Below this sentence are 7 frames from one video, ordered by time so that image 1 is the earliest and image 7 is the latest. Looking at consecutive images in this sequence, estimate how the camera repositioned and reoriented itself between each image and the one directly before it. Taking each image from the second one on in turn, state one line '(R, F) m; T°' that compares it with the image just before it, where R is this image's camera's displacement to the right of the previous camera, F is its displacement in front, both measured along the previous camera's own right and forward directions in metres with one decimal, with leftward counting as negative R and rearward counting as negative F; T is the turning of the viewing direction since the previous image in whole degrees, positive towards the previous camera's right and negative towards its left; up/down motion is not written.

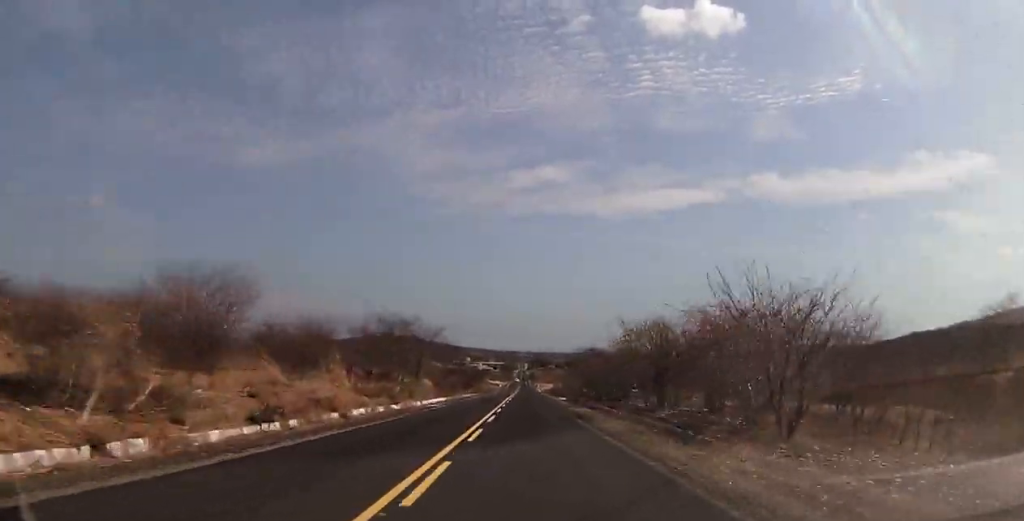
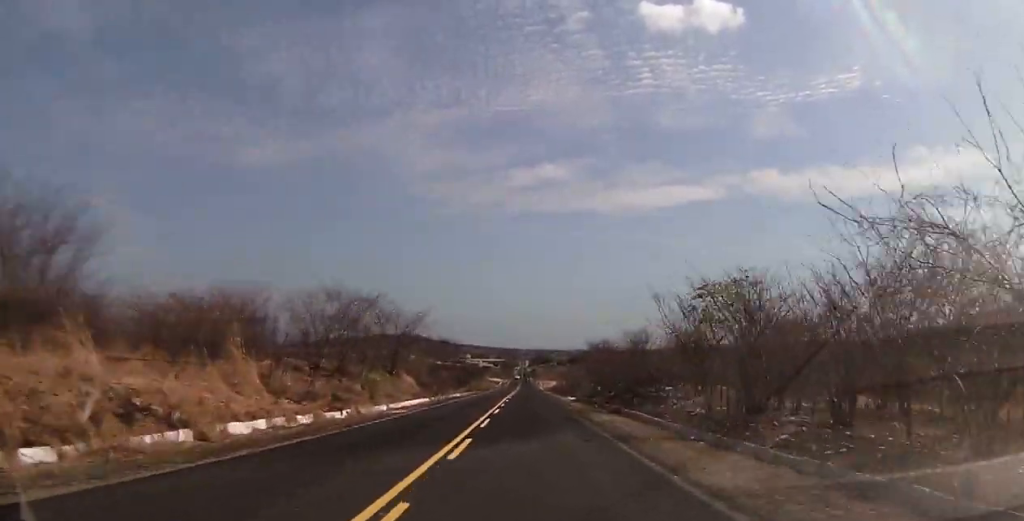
(0.0, +12.4) m; 0°
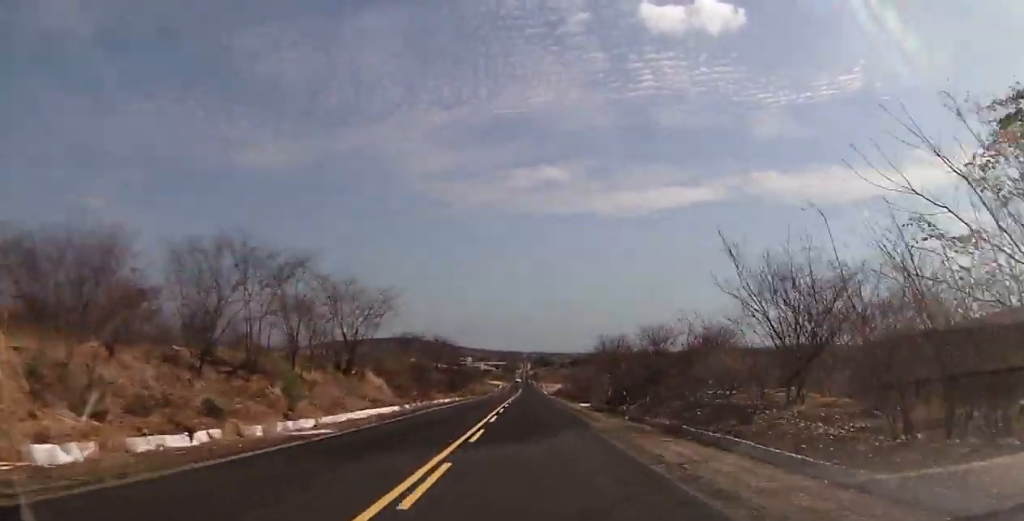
(0.0, +13.0) m; 0°
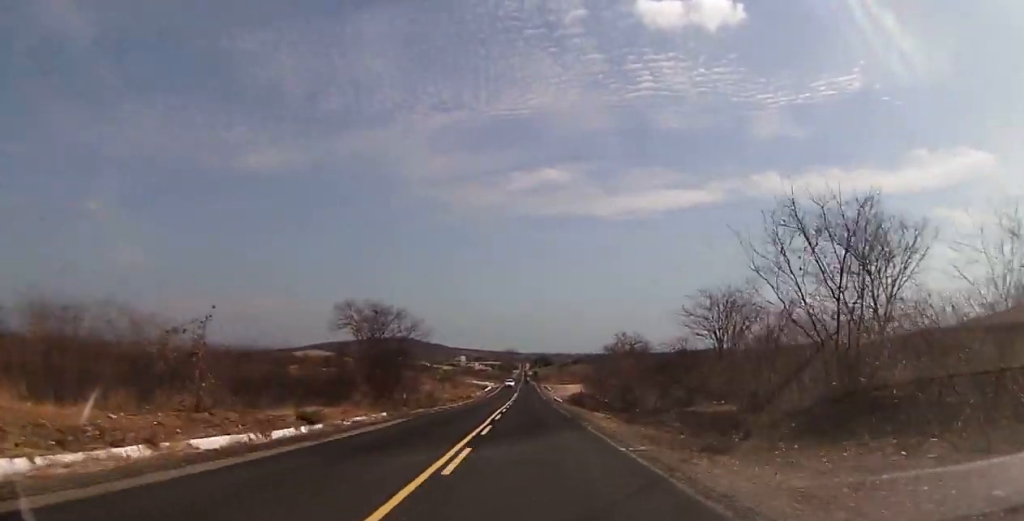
(-0.4, +54.7) m; -1°
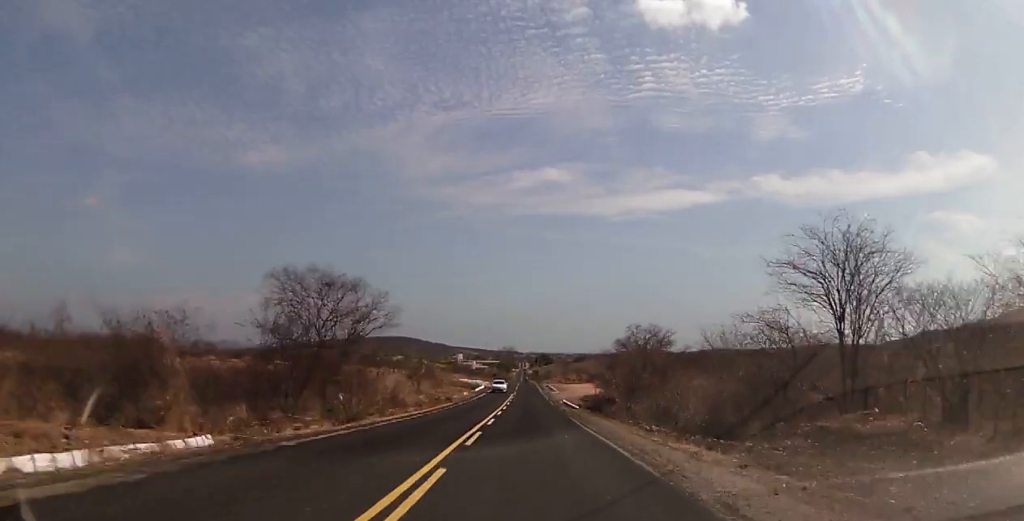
(0.0, +20.1) m; 0°
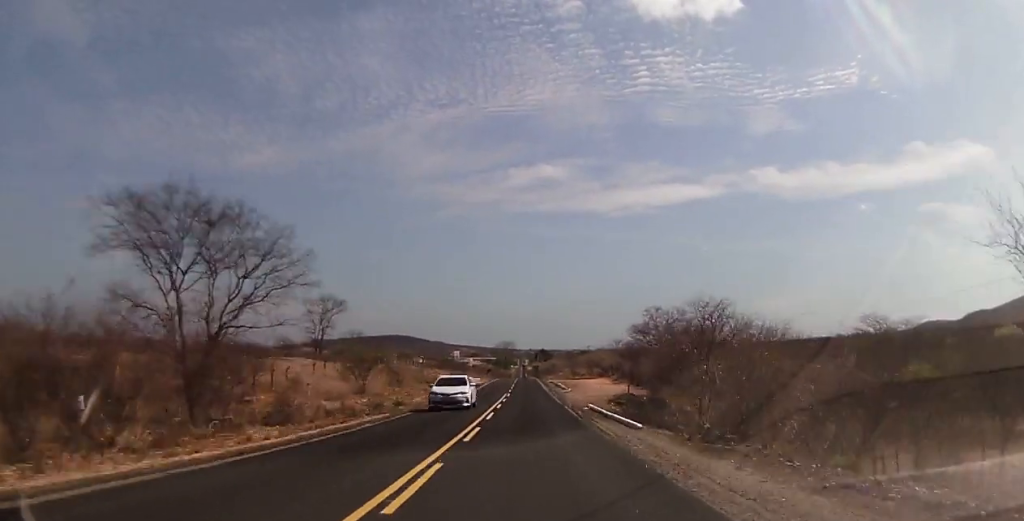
(0.0, +23.9) m; +1°
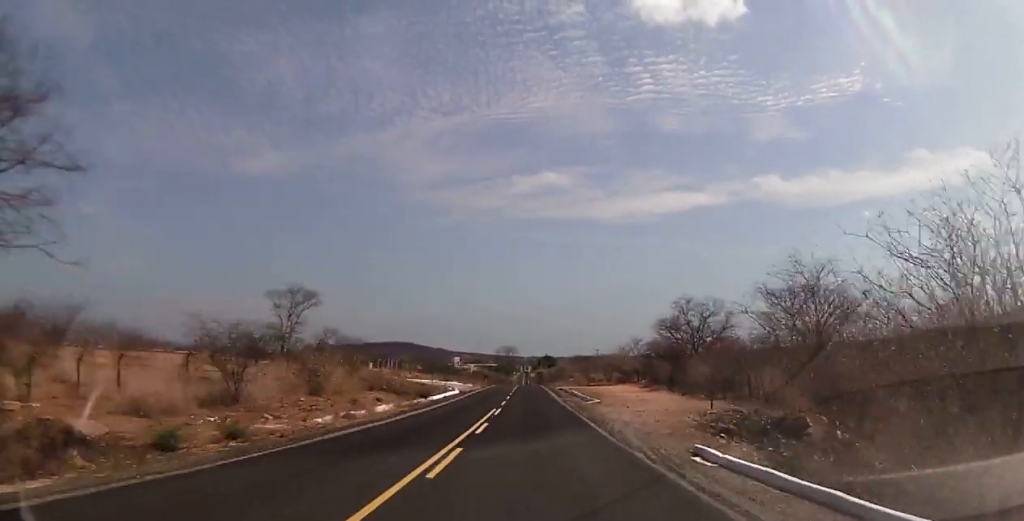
(+0.2, +22.3) m; 0°
